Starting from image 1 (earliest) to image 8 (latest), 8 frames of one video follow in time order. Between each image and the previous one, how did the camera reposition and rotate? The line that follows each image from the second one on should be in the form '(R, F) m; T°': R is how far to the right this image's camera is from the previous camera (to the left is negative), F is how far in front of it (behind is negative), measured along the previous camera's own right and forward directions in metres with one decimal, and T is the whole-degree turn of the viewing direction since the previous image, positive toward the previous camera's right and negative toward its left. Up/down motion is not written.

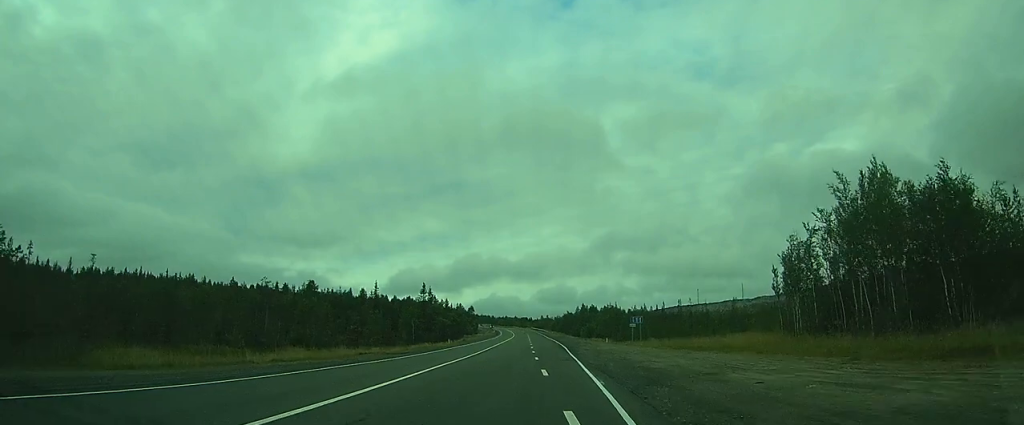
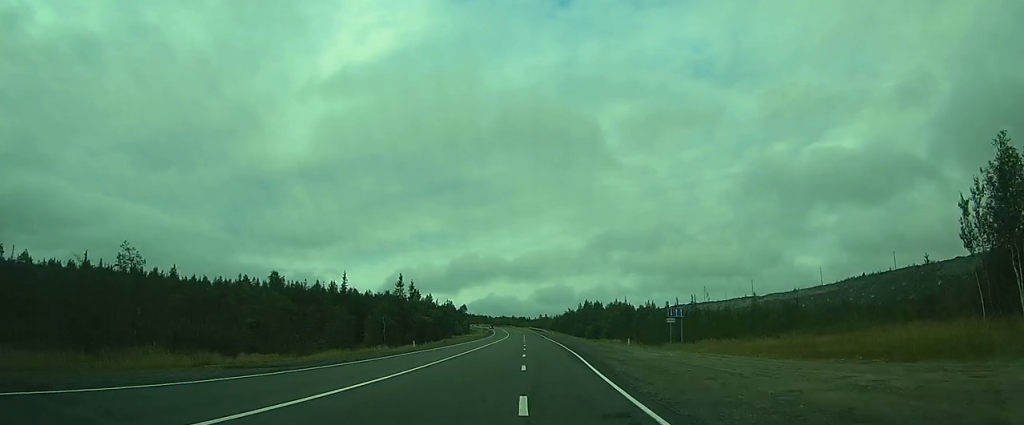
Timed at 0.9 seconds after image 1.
(-0.1, +20.7) m; +1°
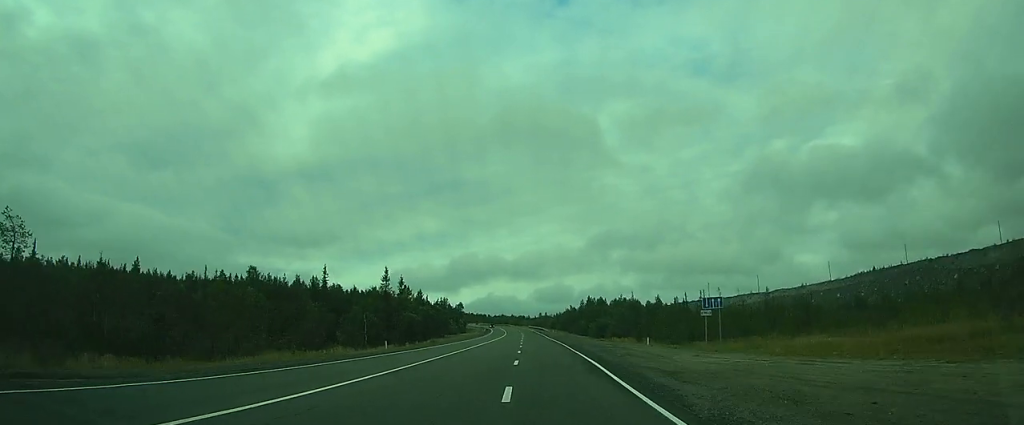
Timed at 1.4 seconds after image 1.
(+0.2, +10.3) m; +1°
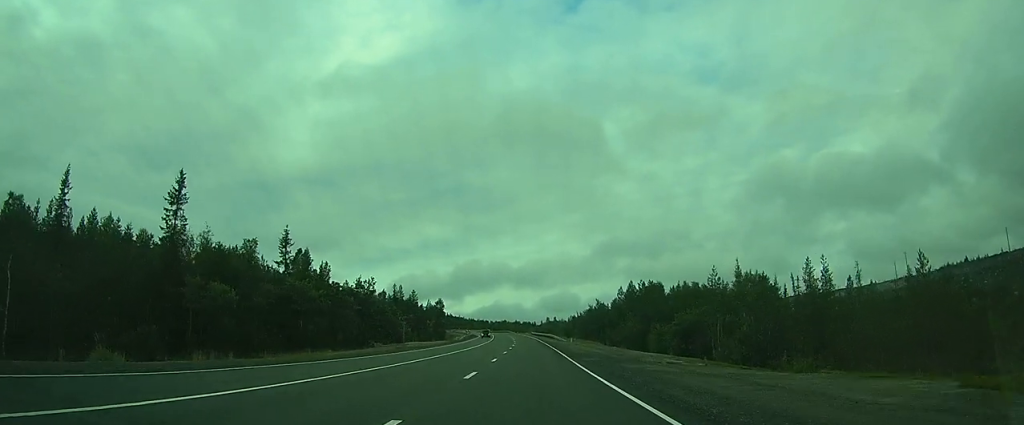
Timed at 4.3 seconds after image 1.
(-1.0, +64.8) m; -2°
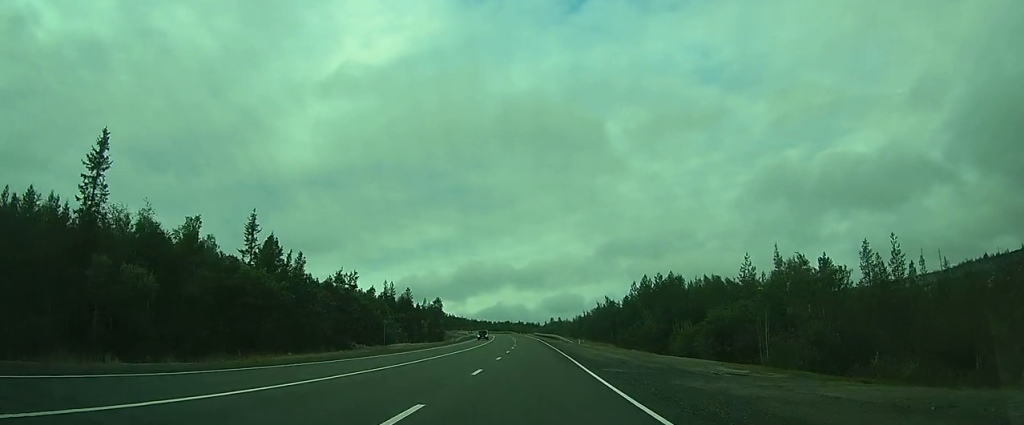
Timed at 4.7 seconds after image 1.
(+0.2, +10.0) m; 0°
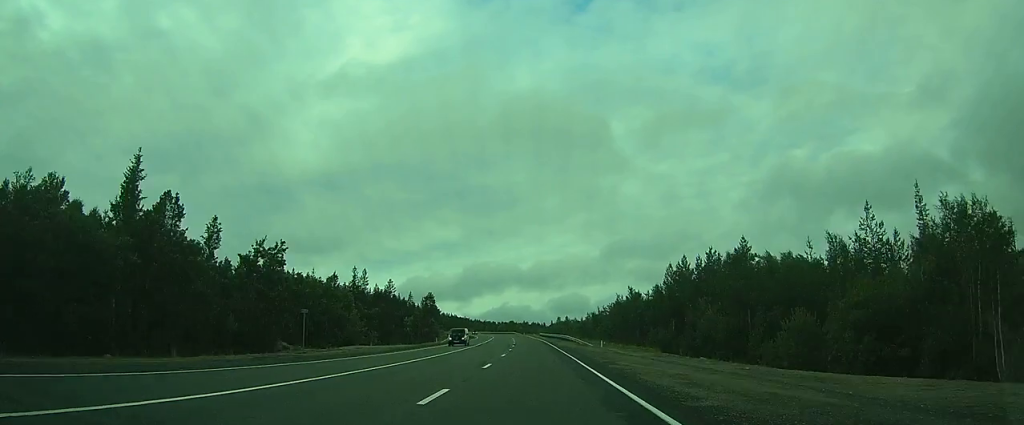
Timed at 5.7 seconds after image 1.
(-0.1, +21.7) m; -1°
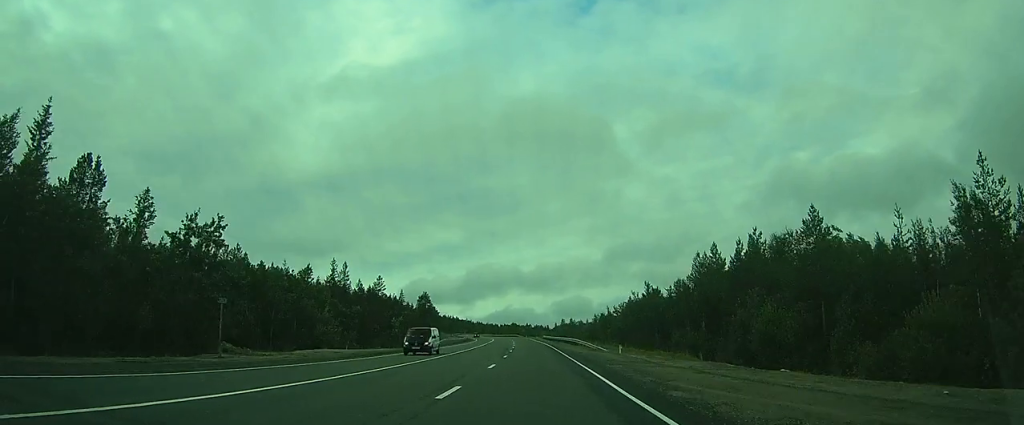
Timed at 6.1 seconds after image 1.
(0.0, +11.0) m; 0°
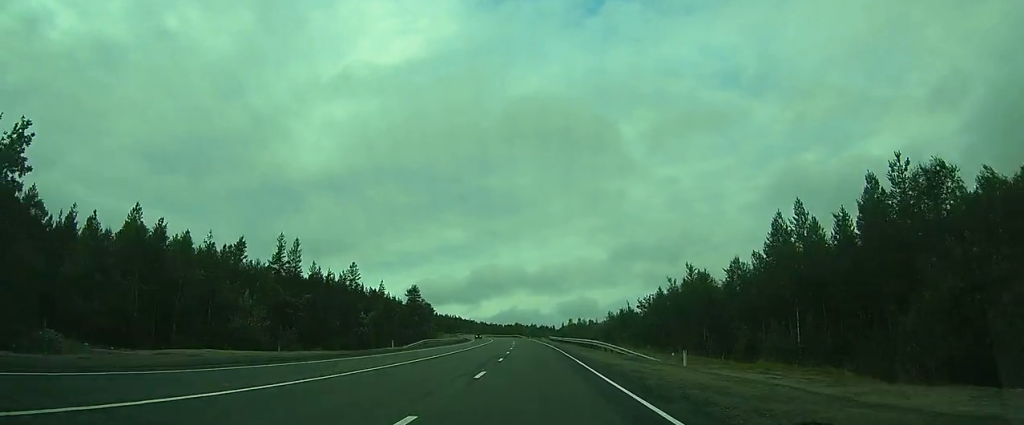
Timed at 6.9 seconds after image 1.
(-0.1, +19.1) m; 0°
